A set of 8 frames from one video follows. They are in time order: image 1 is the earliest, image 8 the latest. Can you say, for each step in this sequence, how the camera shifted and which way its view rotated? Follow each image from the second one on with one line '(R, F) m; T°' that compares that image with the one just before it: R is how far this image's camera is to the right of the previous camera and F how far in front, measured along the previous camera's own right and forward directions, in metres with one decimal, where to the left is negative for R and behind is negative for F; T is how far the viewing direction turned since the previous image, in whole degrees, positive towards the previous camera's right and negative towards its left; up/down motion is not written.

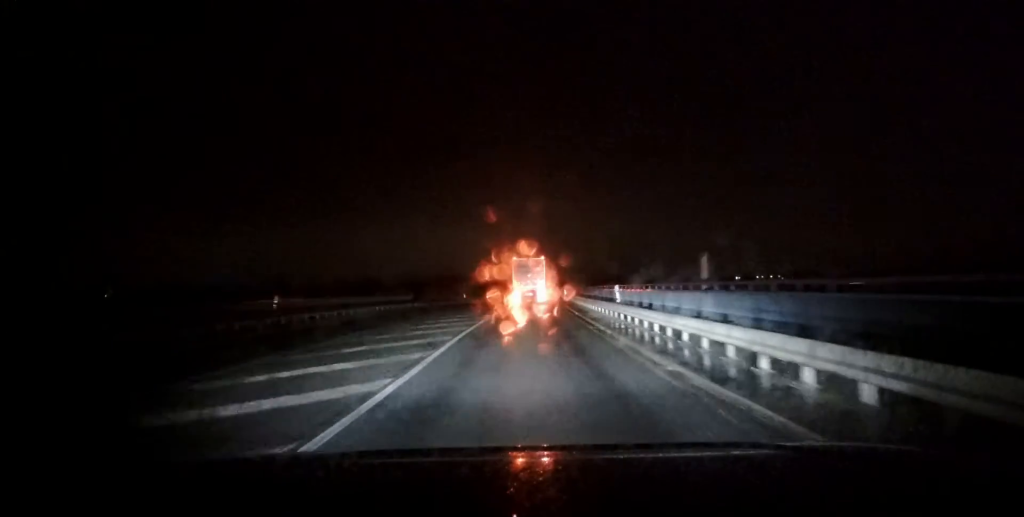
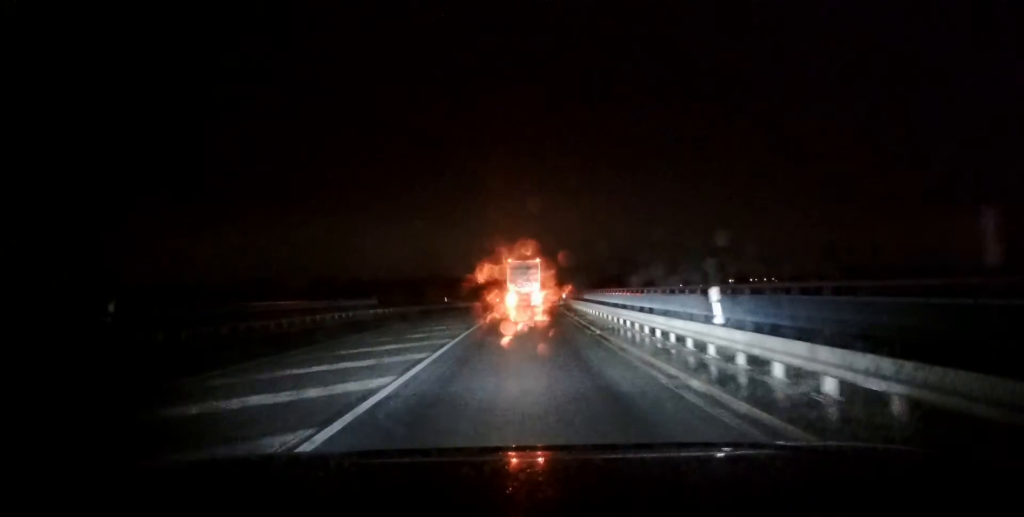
(+0.2, +9.8) m; +1°
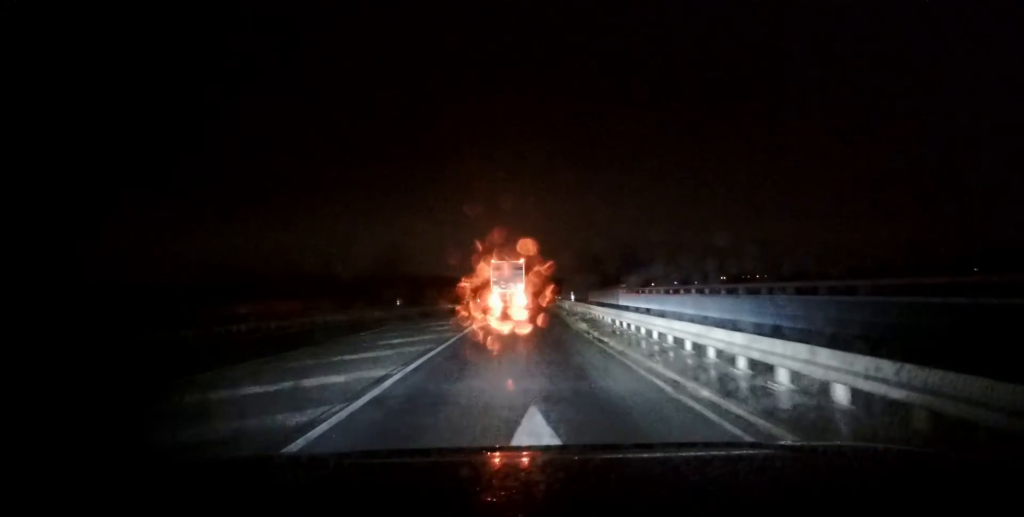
(+0.3, +19.3) m; 0°
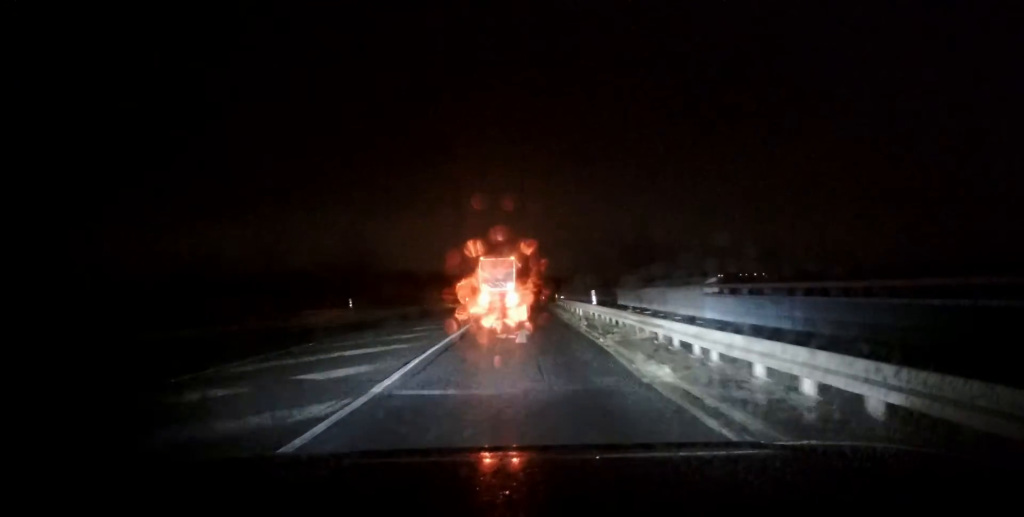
(0.0, +11.6) m; +1°
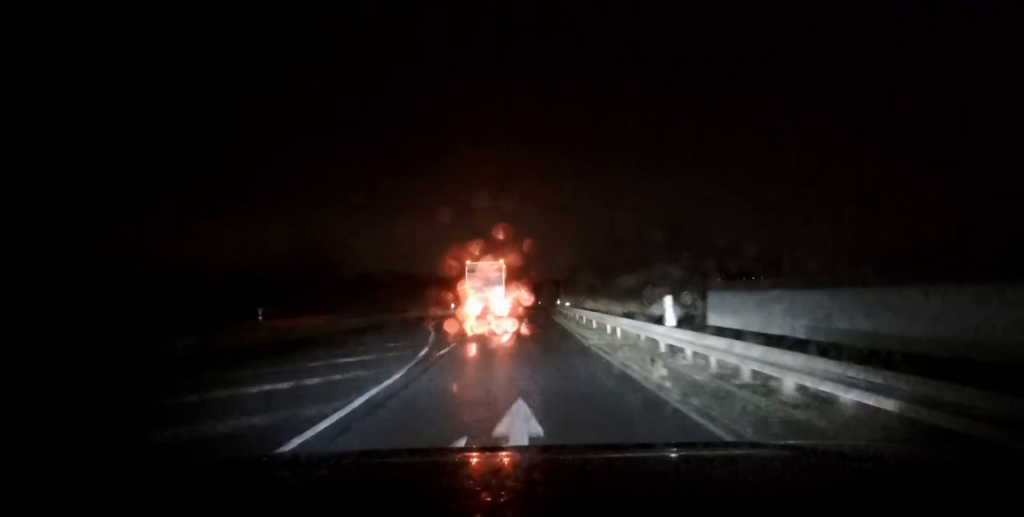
(0.0, +11.7) m; +1°
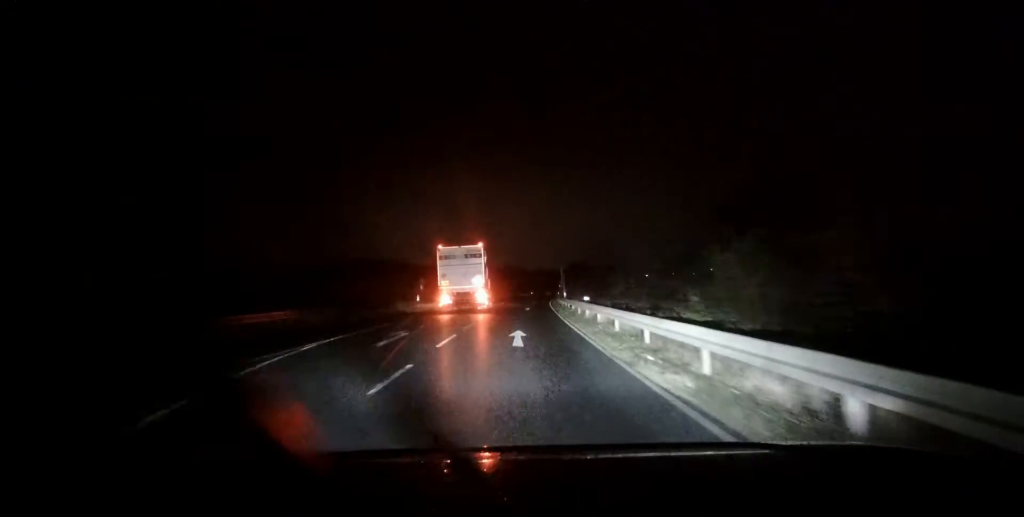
(+0.3, +18.1) m; +1°
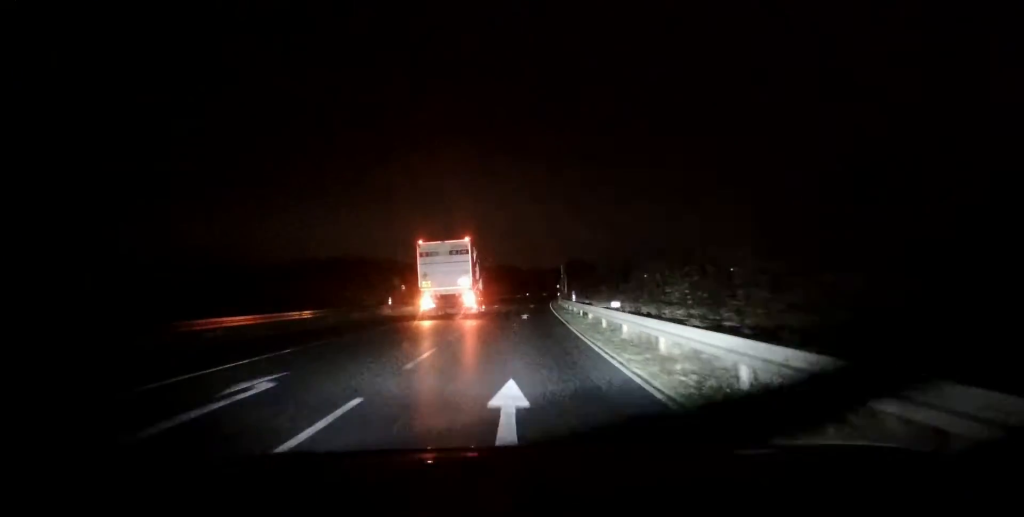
(0.0, +9.4) m; 0°
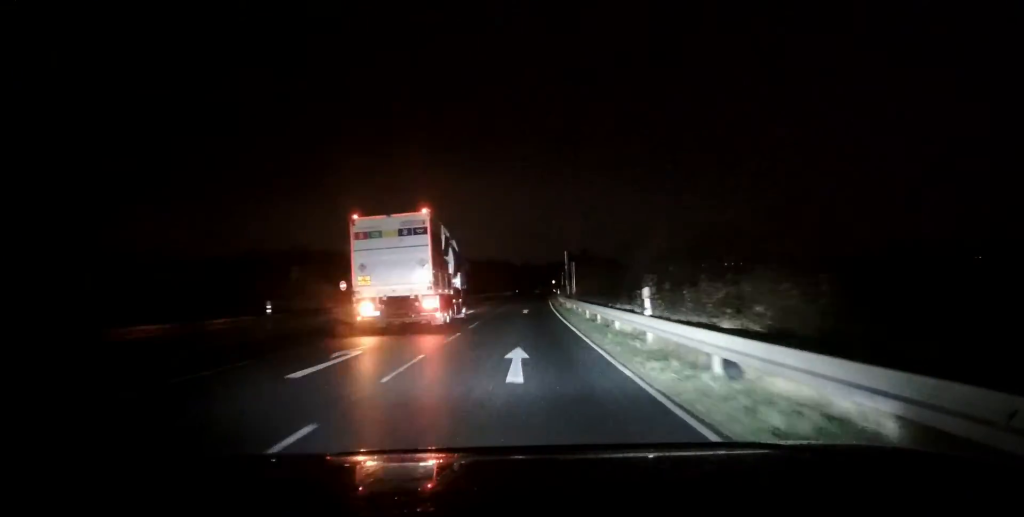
(+0.1, +19.5) m; +1°
